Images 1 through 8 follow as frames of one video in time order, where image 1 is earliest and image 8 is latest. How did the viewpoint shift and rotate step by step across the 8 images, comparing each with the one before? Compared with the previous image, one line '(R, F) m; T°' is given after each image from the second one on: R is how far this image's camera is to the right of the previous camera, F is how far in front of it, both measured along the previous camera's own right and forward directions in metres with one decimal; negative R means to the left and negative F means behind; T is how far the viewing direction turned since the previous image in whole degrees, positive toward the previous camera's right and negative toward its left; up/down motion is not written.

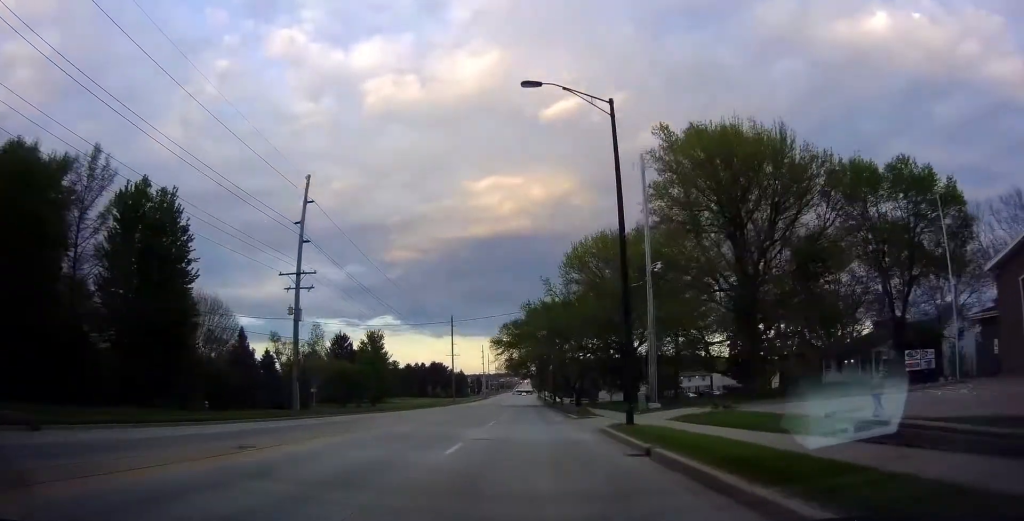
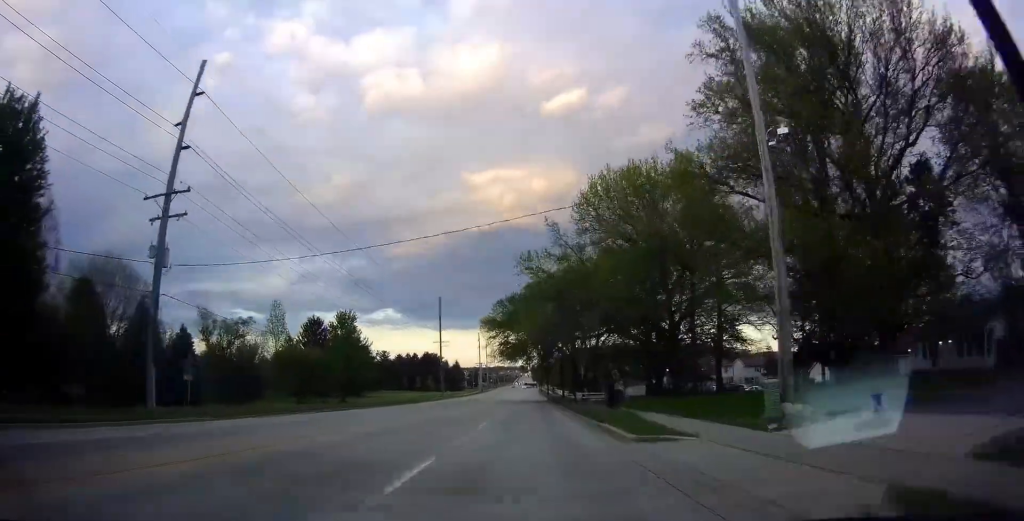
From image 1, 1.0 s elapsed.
(-0.2, +16.9) m; 0°
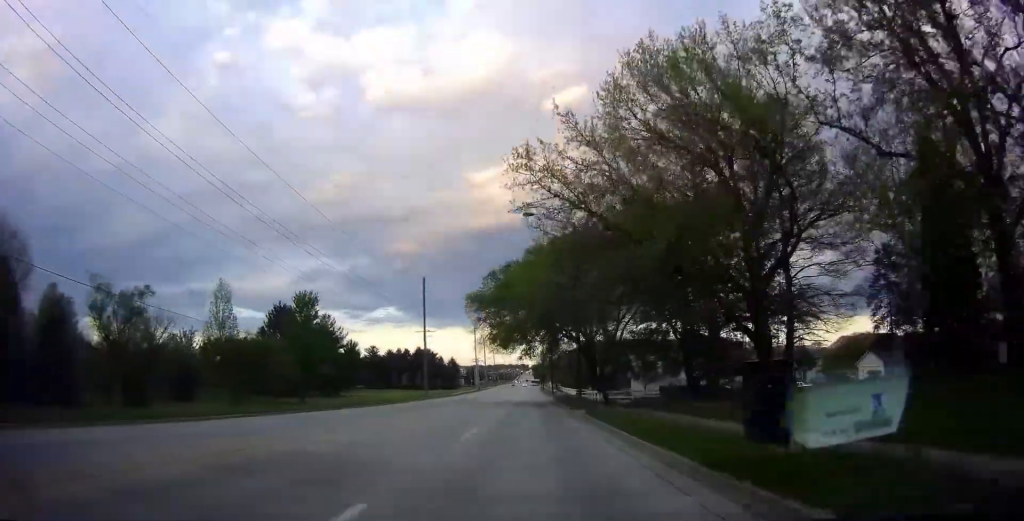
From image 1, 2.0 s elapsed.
(+0.1, +16.7) m; -1°
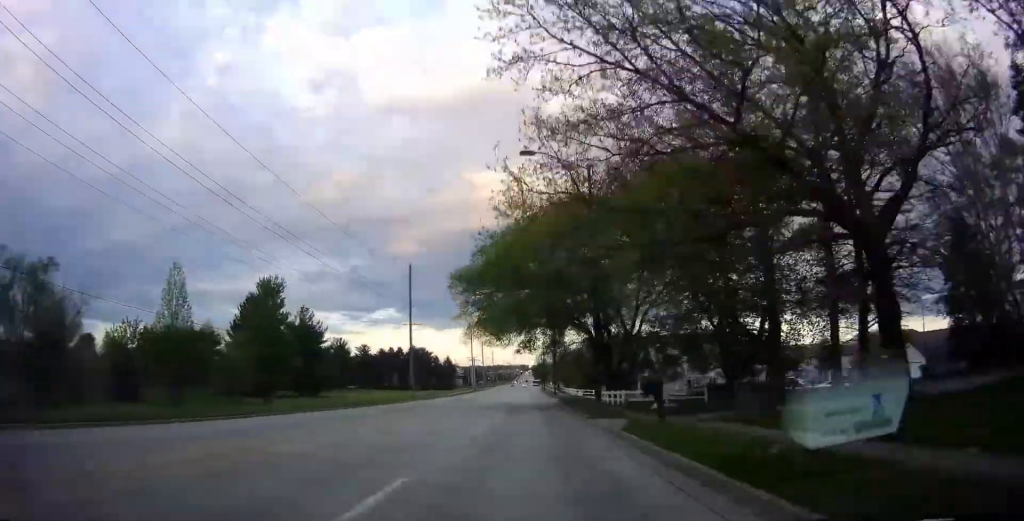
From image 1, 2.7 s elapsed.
(-0.6, +10.6) m; -1°
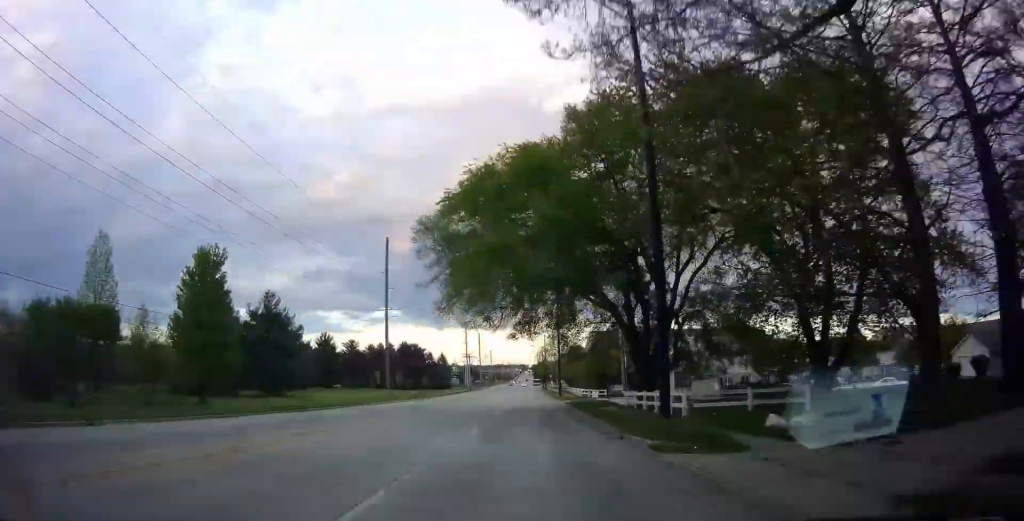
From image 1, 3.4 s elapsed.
(+0.3, +12.6) m; +1°
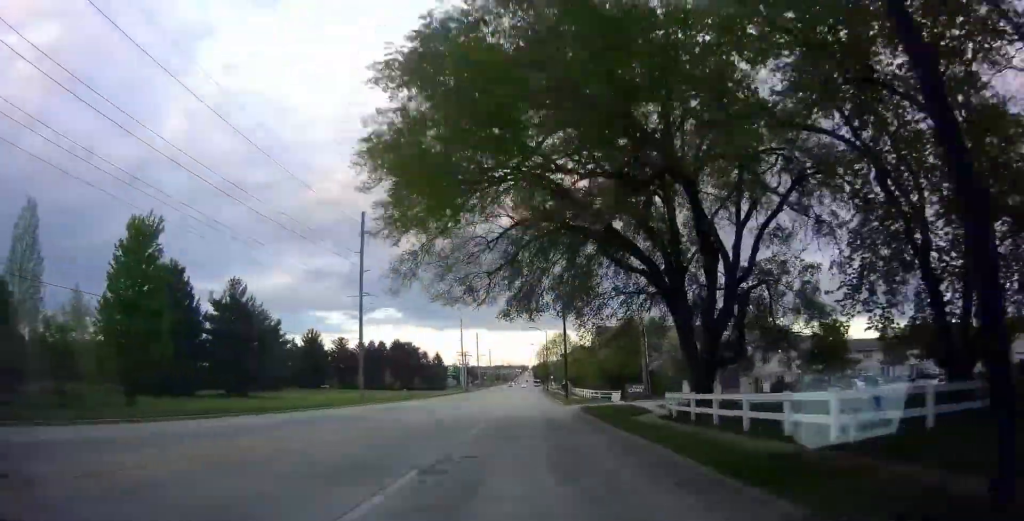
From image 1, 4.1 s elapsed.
(+0.1, +10.4) m; +2°
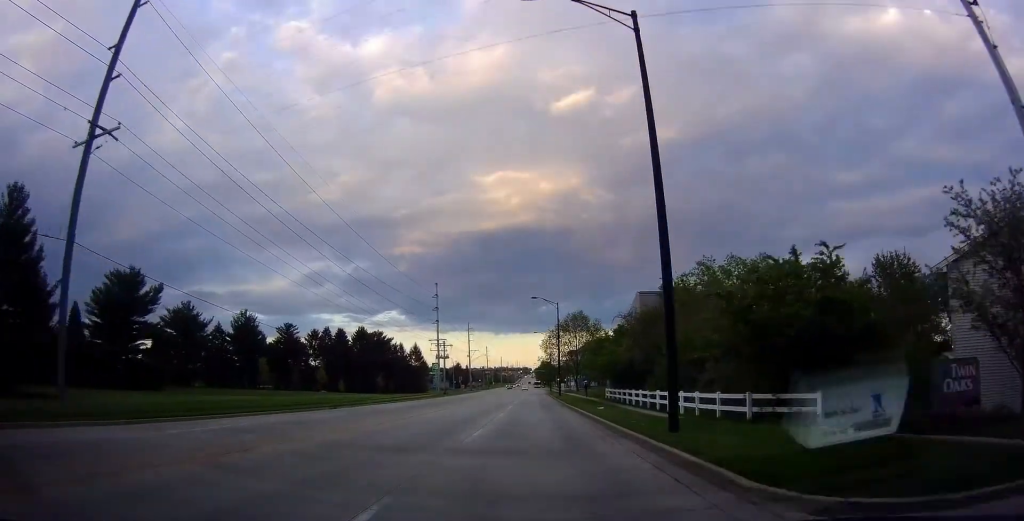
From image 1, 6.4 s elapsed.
(+2.3, +37.9) m; +4°
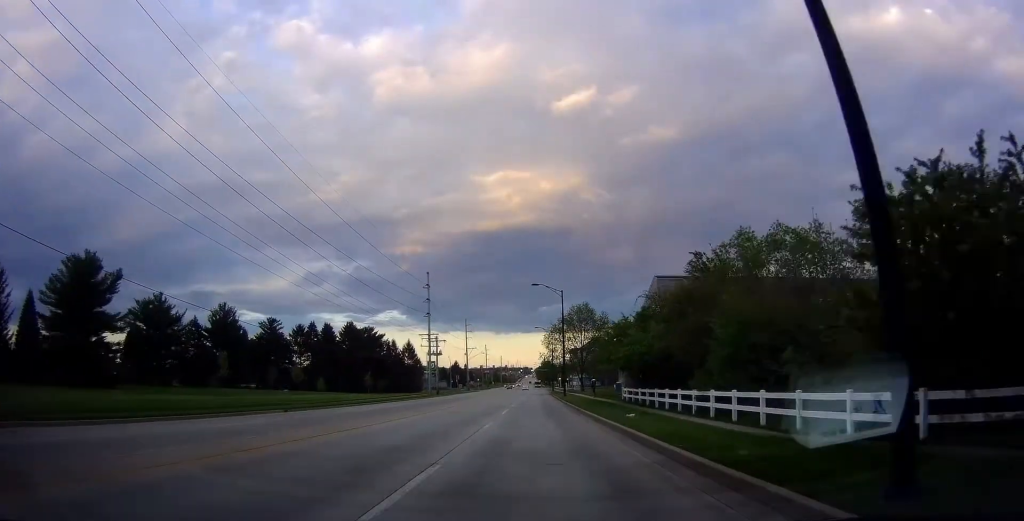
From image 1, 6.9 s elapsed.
(0.0, +8.9) m; -1°
